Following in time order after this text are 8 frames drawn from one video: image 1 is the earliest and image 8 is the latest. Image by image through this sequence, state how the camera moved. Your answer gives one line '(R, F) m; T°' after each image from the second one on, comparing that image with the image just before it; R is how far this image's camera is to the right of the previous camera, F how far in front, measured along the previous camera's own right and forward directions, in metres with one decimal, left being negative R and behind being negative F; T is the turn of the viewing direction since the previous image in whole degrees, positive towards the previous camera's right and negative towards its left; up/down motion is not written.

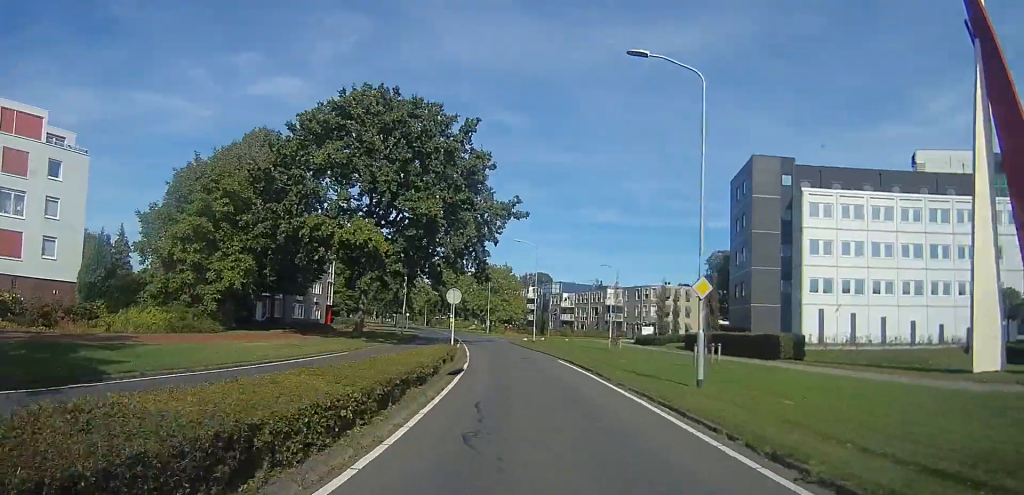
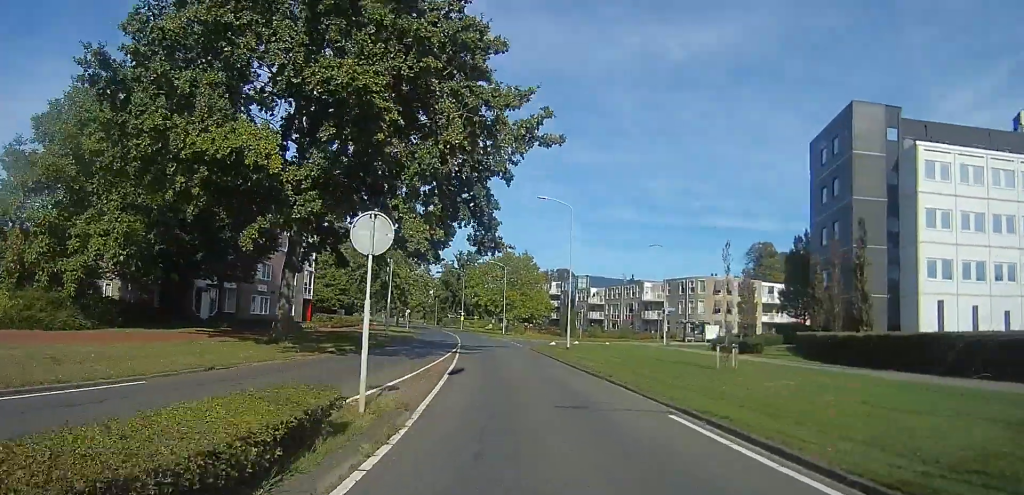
(0.0, +13.8) m; -2°
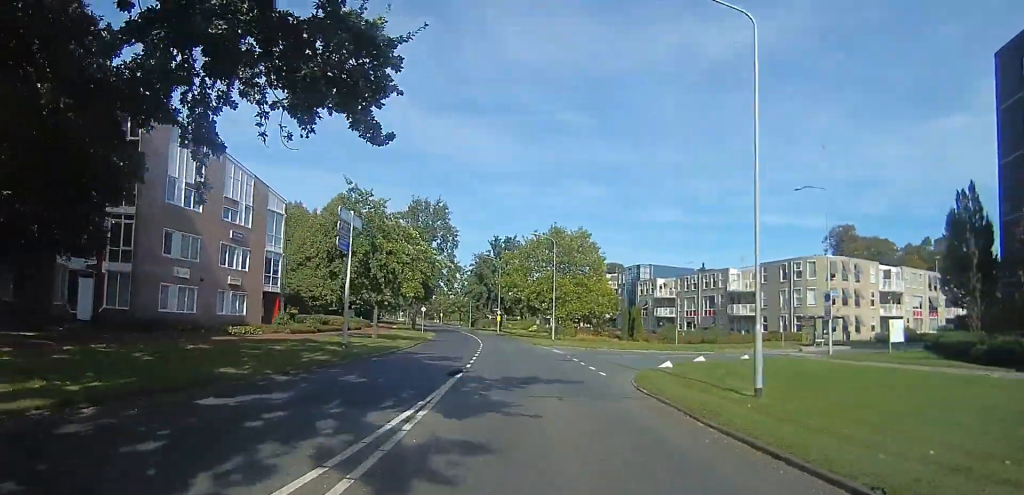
(-1.3, +18.5) m; -5°
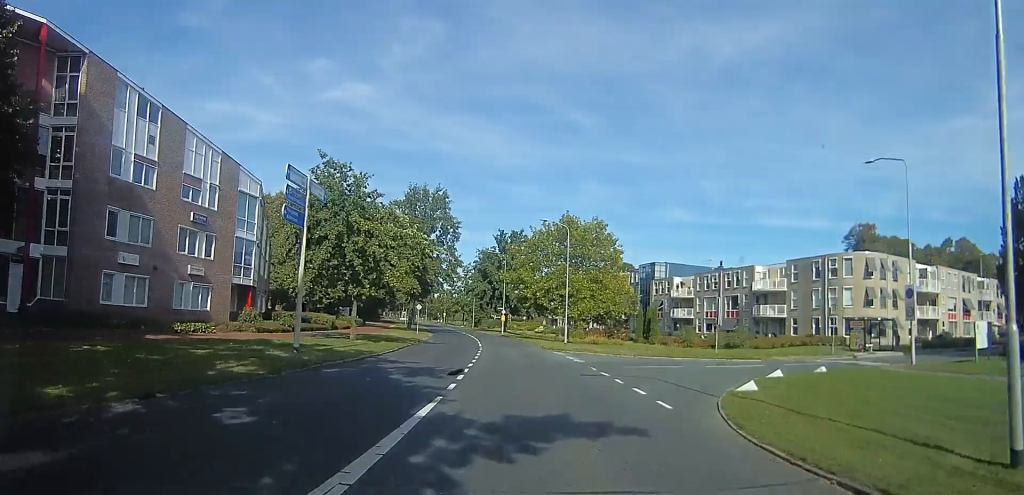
(0.0, +5.9) m; +4°
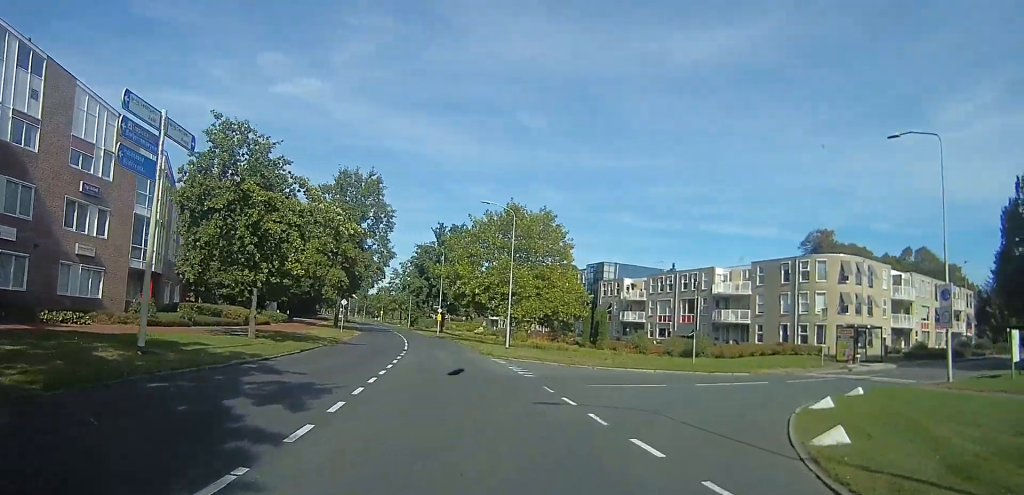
(+0.4, +5.3) m; +4°
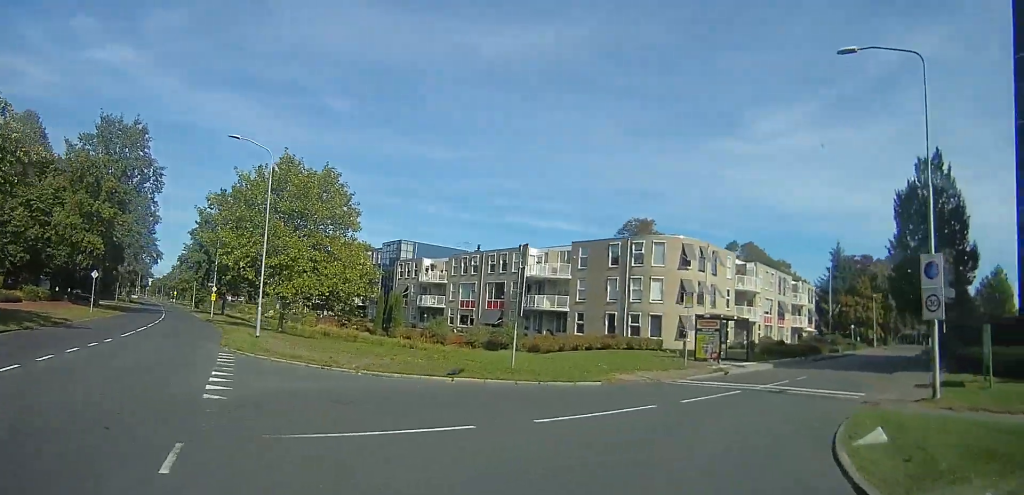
(+0.2, +7.5) m; +16°
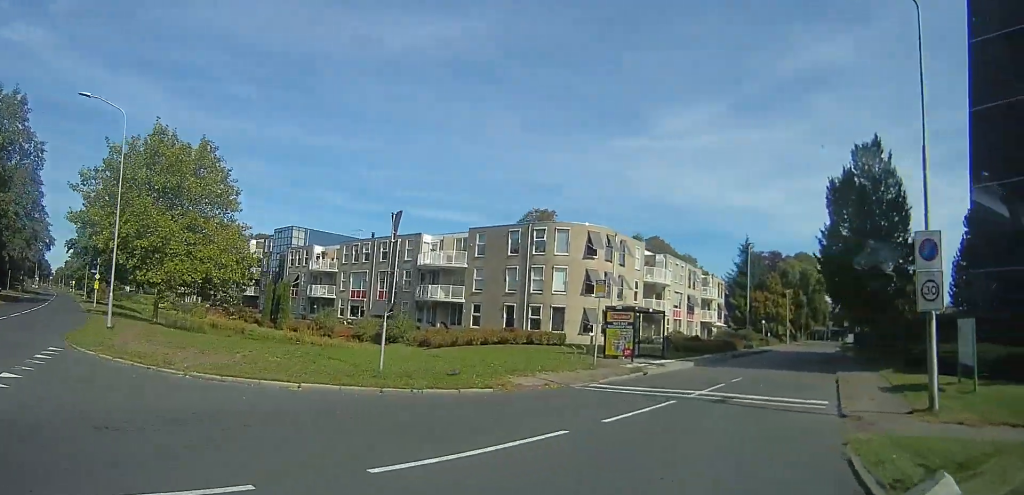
(+0.7, +2.9) m; +14°
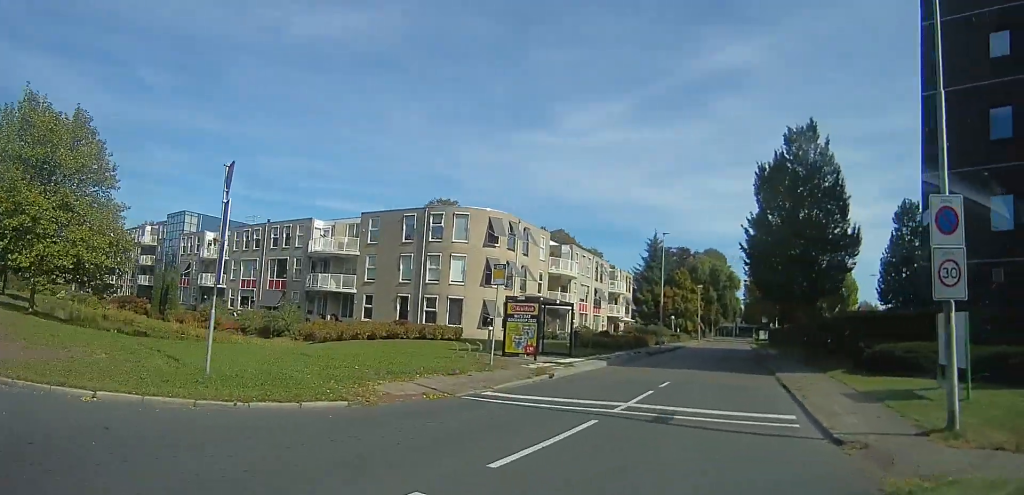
(0.0, +2.8) m; +13°
